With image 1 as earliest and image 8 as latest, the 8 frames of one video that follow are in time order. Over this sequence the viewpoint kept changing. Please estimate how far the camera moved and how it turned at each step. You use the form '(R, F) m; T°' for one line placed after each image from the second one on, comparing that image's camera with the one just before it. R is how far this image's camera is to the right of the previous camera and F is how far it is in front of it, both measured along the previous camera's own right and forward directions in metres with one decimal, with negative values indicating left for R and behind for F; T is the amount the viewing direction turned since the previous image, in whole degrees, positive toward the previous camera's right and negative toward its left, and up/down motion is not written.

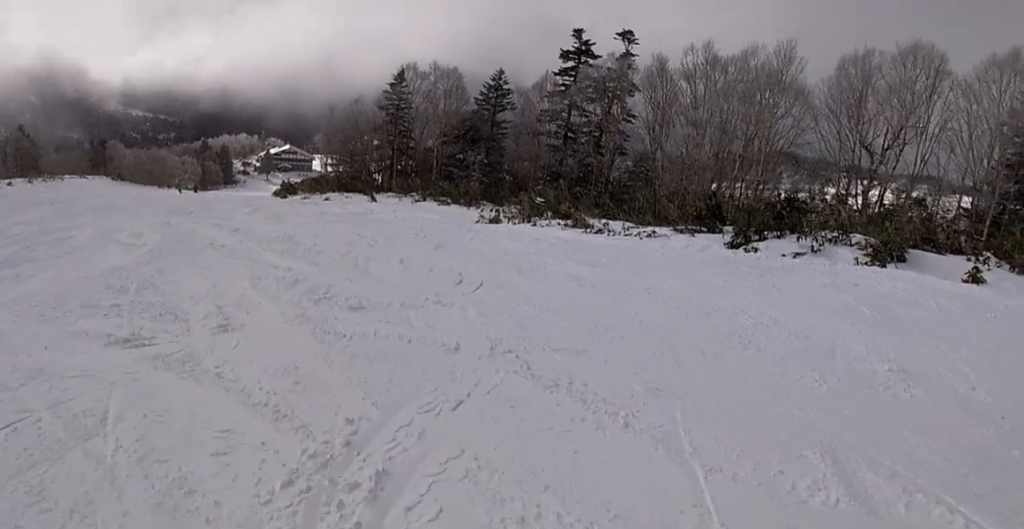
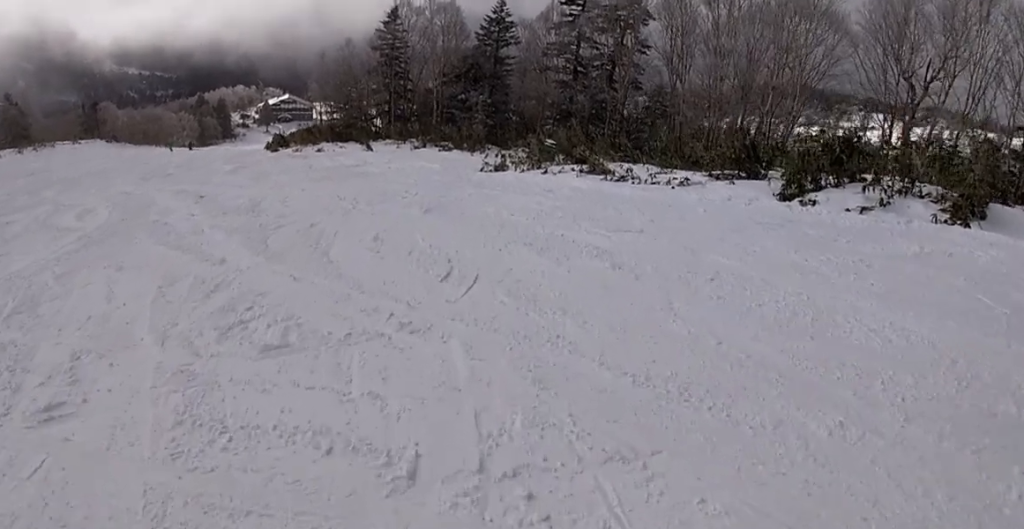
(+0.3, +2.6) m; -1°
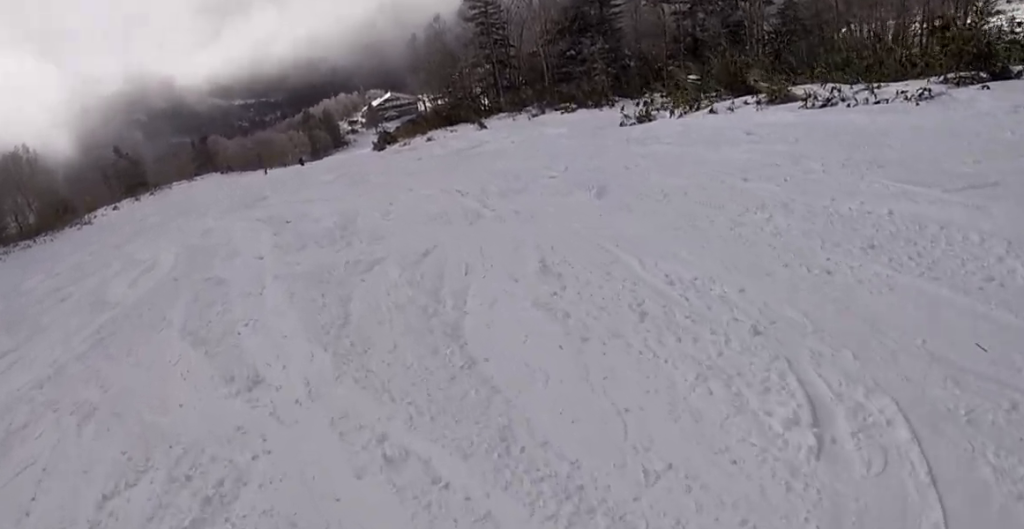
(-0.6, +4.1) m; -10°
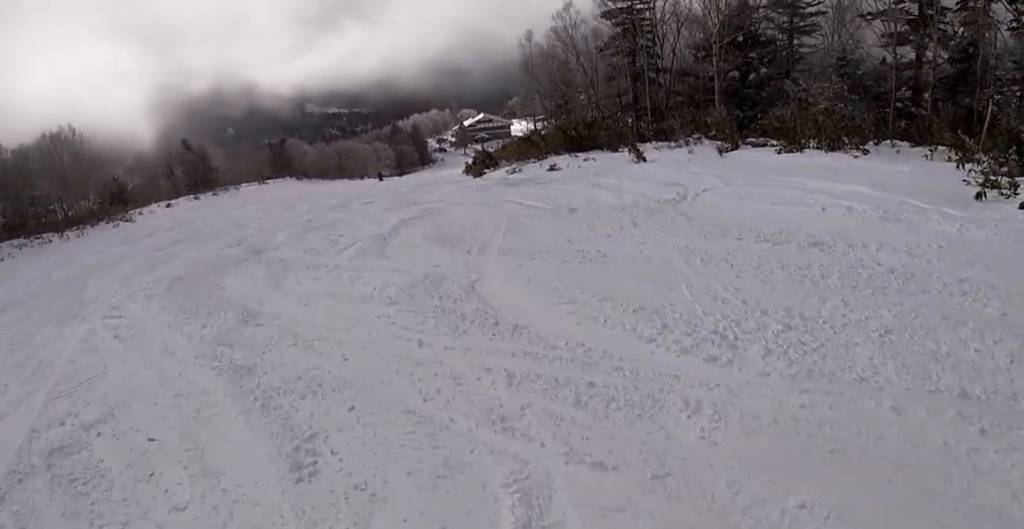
(+2.0, +13.1) m; -12°
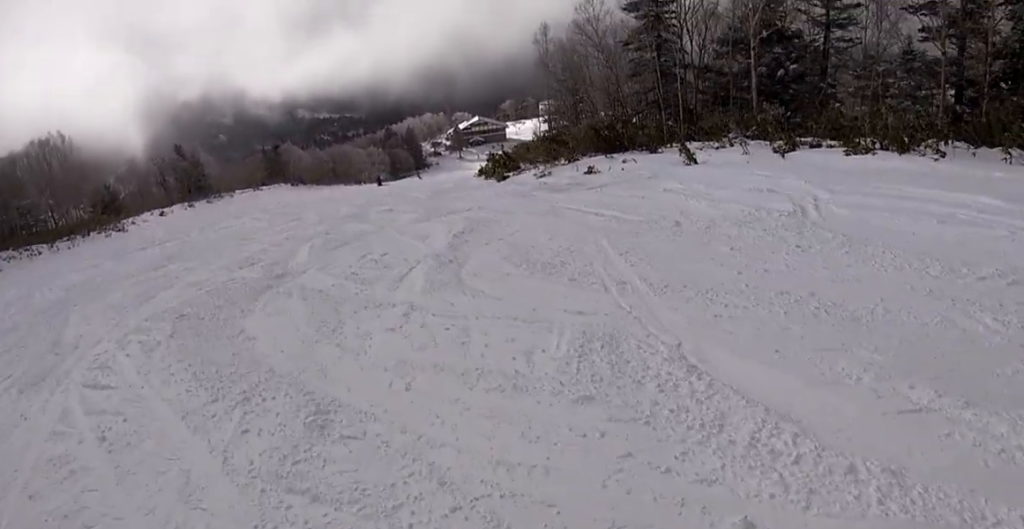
(-0.7, +3.0) m; +3°
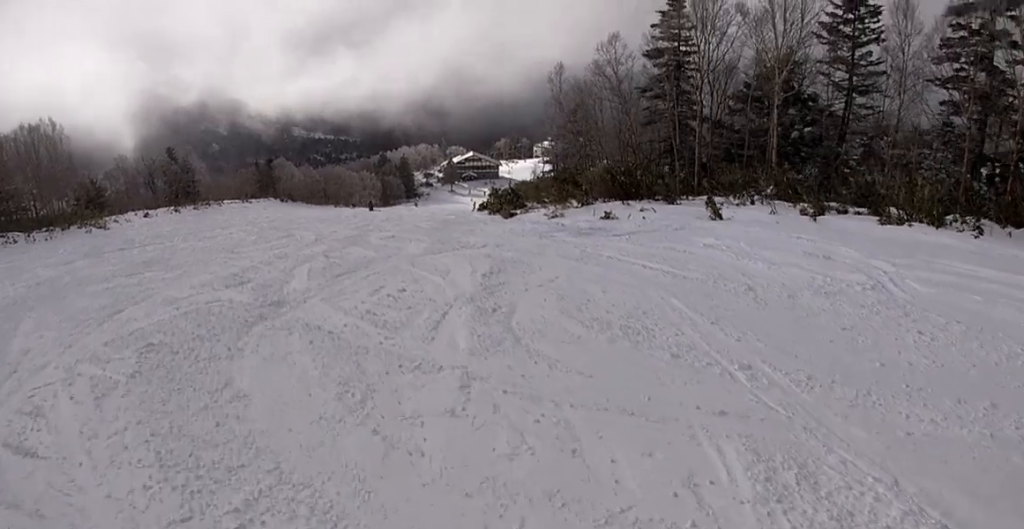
(-0.8, +1.8) m; +7°
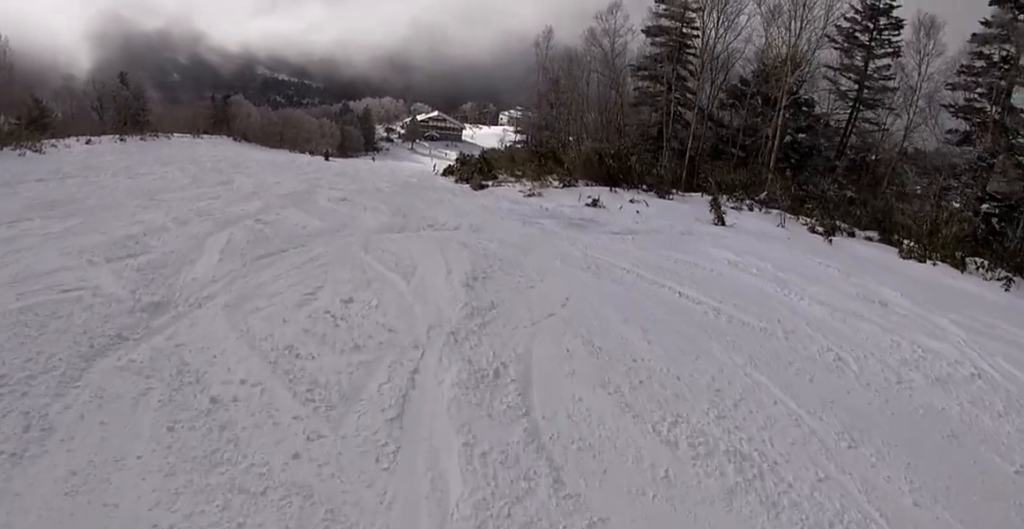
(+1.3, +2.6) m; +9°
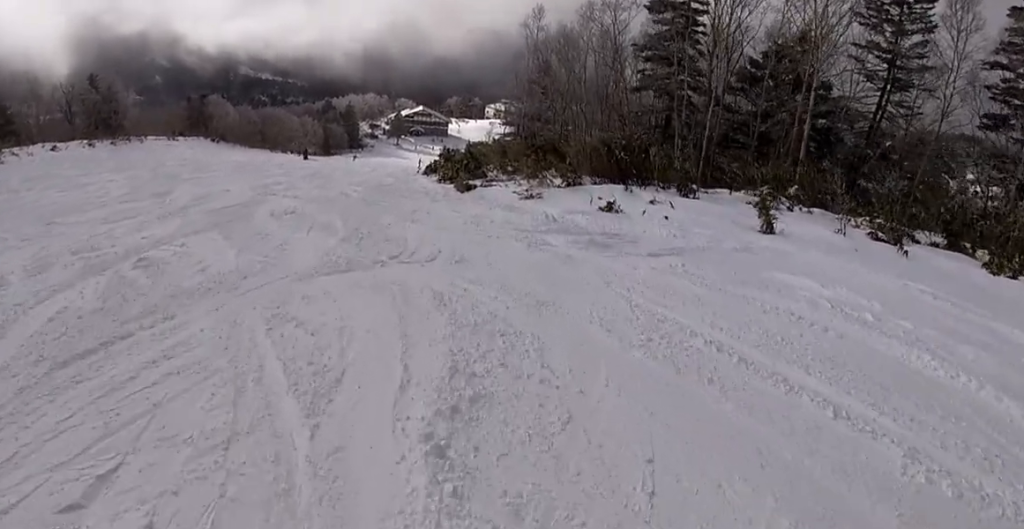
(+0.6, +3.4) m; +2°
